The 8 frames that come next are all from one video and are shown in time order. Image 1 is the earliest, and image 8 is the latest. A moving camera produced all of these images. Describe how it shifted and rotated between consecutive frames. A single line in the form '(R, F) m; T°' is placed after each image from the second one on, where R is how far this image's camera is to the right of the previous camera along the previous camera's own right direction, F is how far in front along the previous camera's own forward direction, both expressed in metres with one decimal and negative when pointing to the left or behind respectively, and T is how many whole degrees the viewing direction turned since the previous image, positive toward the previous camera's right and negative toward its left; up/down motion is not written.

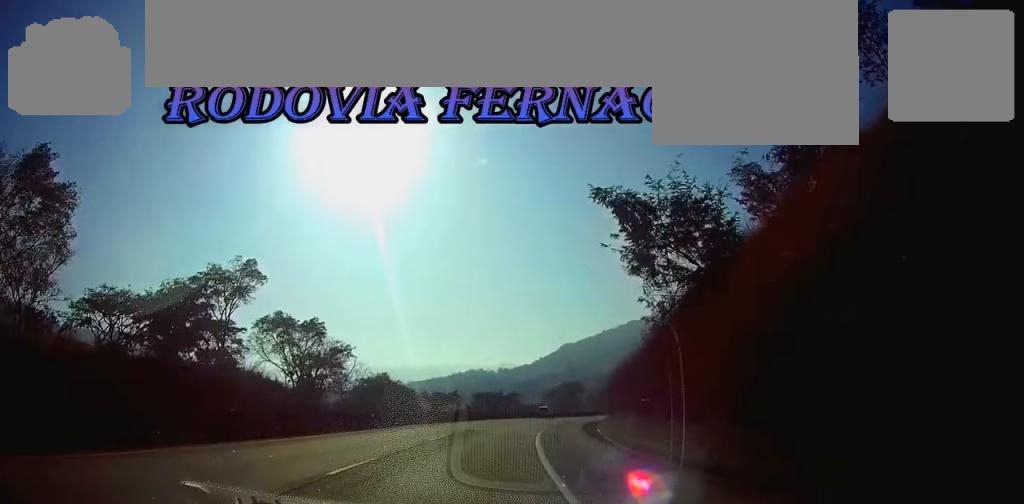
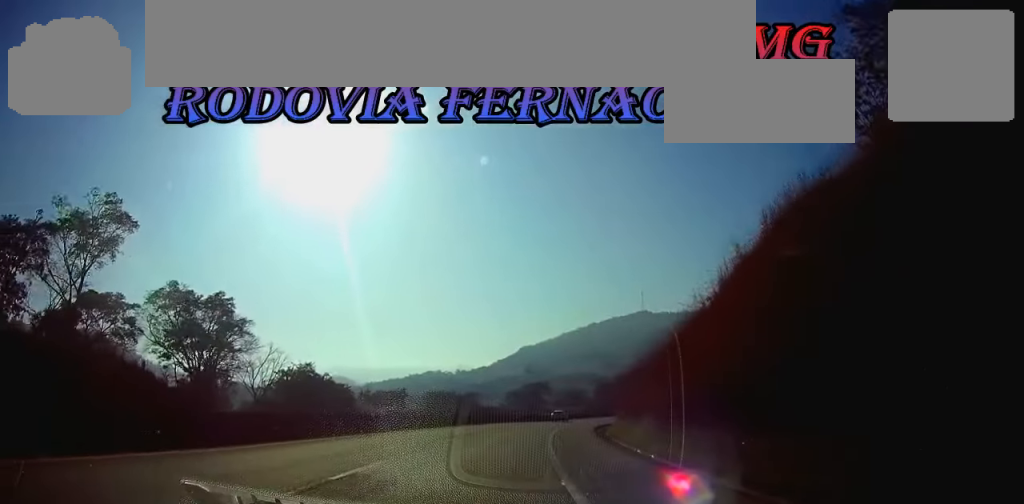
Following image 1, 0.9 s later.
(+0.7, +25.7) m; +4°
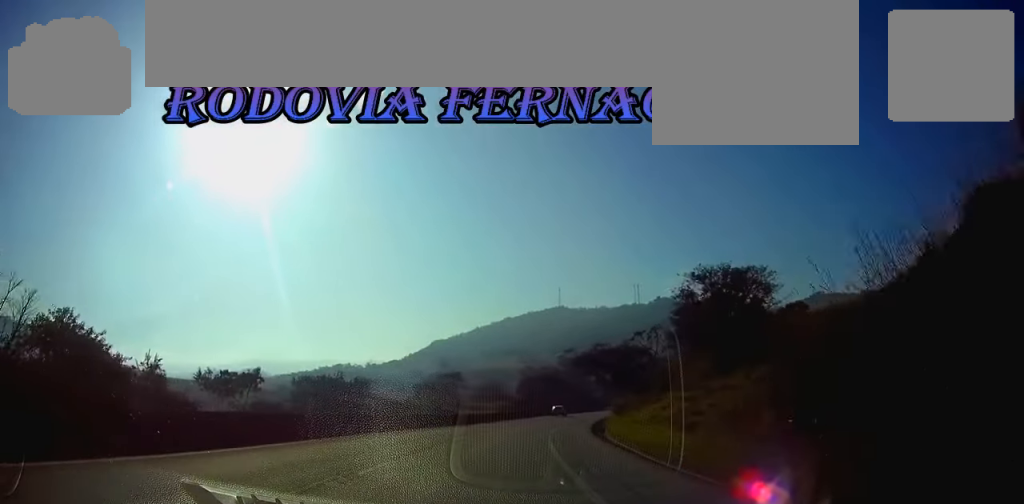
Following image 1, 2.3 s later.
(+2.6, +41.6) m; +7°
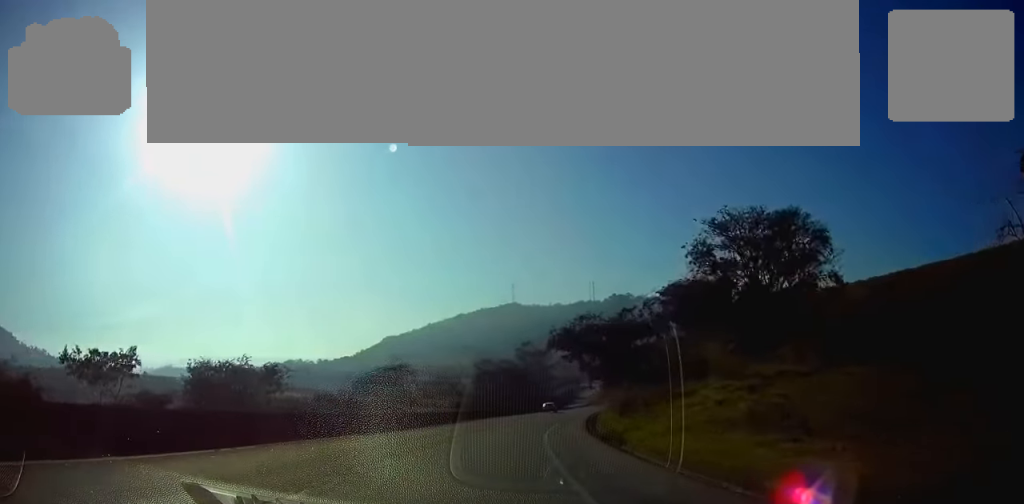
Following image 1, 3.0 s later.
(+0.8, +23.0) m; +4°
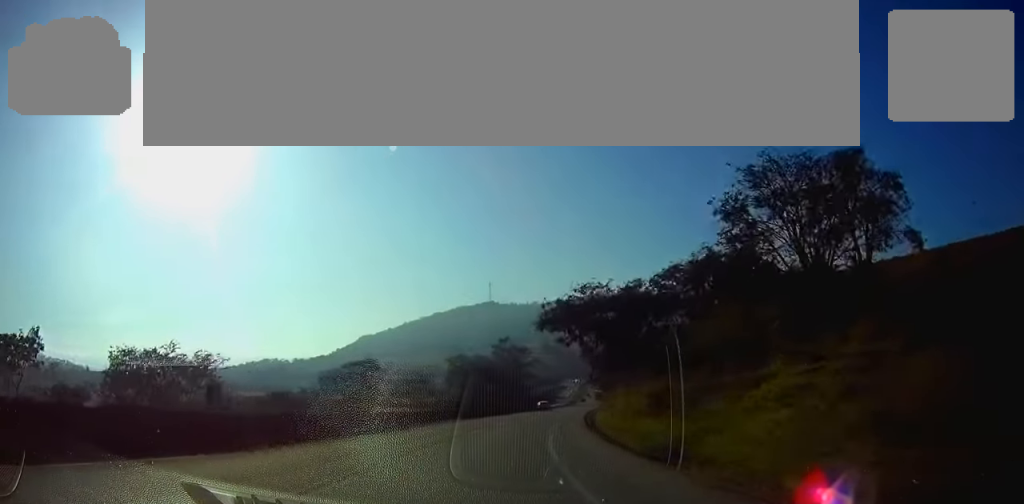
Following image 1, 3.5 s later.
(+0.4, +14.1) m; +2°
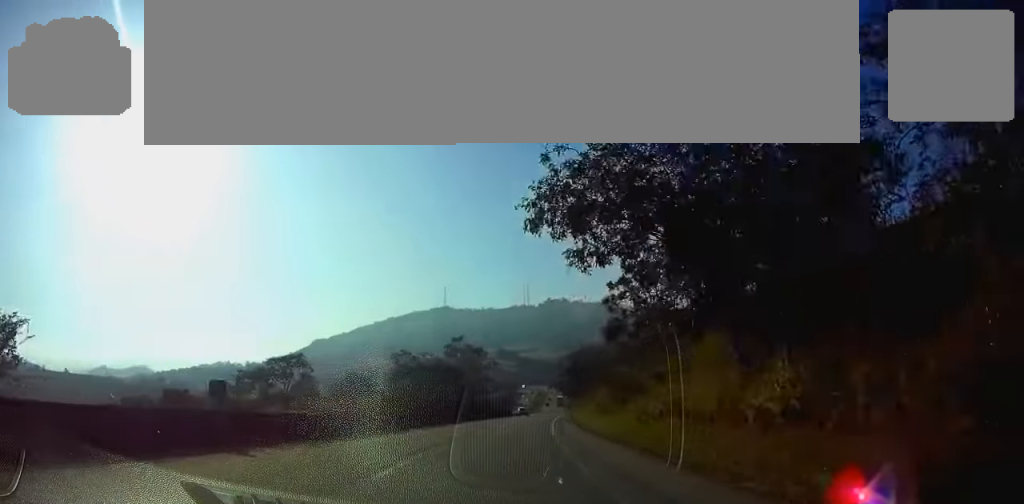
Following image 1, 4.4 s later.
(+1.0, +27.5) m; +4°
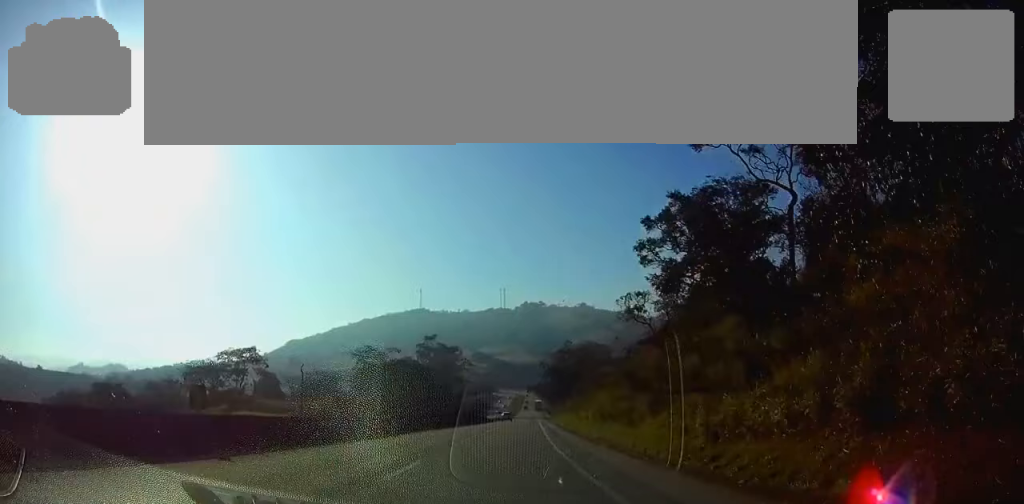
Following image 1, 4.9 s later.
(0.0, +14.4) m; +2°
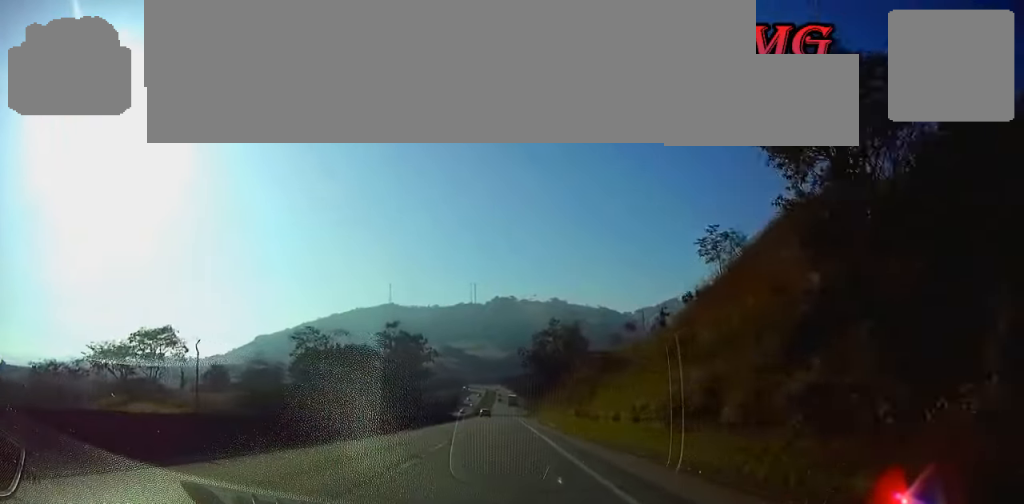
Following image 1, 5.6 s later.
(+0.8, +24.2) m; +2°
